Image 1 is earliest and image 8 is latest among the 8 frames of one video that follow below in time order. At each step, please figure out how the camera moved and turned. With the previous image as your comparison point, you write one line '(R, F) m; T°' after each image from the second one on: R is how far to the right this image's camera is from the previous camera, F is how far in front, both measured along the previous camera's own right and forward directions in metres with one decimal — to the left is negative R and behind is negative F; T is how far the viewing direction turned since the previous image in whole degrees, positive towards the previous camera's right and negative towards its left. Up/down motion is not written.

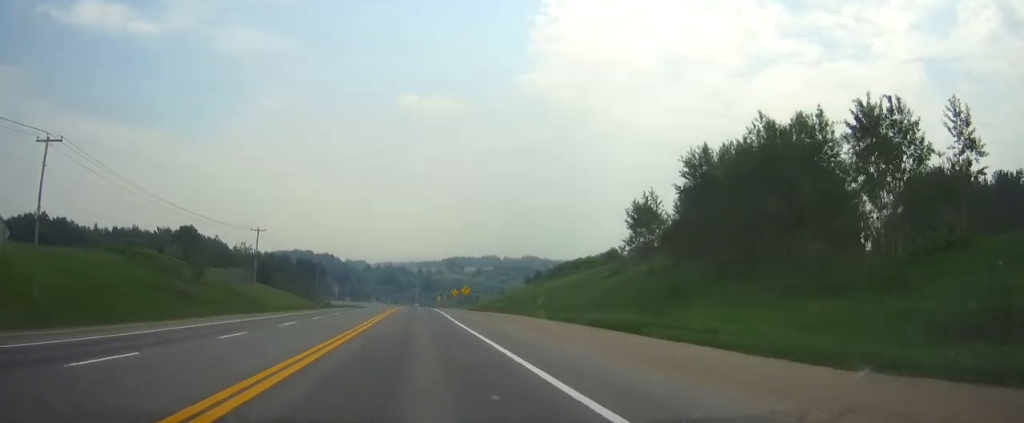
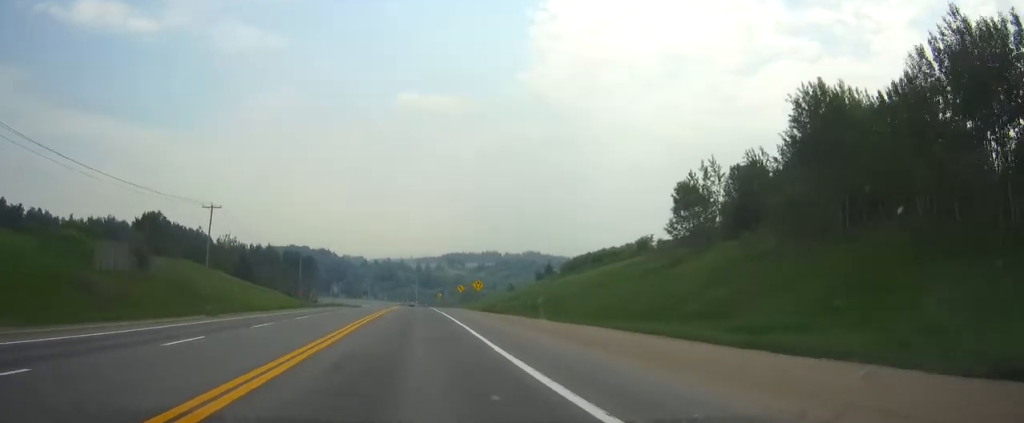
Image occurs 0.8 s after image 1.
(0.0, +22.1) m; 0°
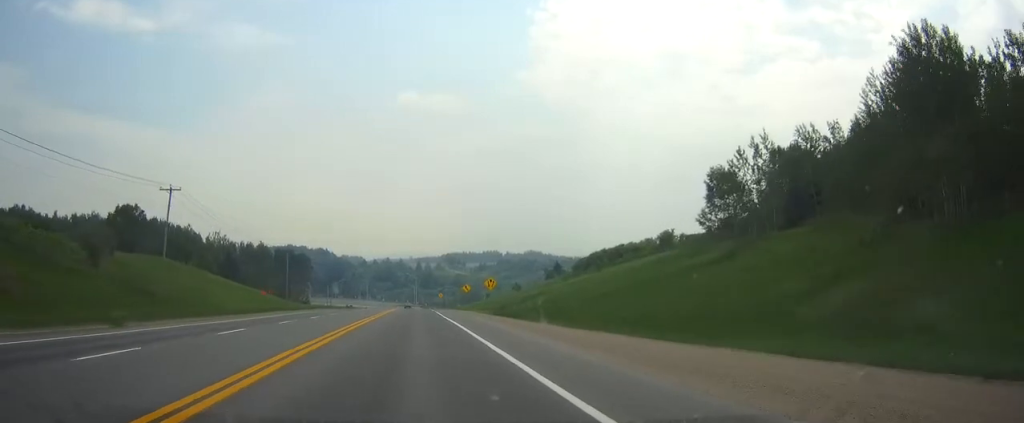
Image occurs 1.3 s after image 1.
(0.0, +13.2) m; 0°
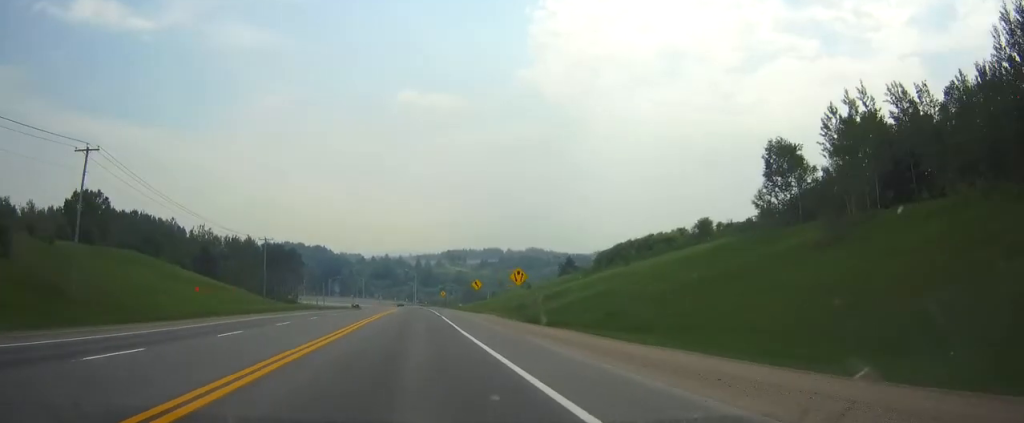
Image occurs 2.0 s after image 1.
(+0.1, +17.6) m; 0°
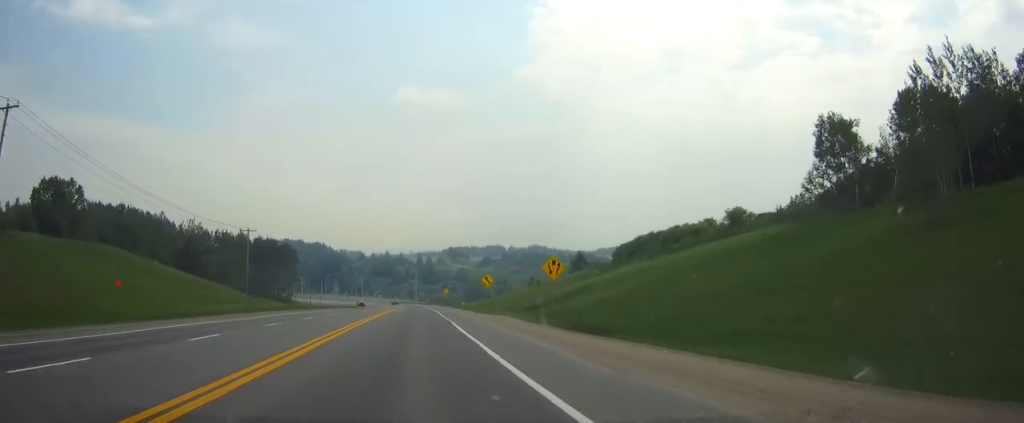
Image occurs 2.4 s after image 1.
(0.0, +11.5) m; 0°
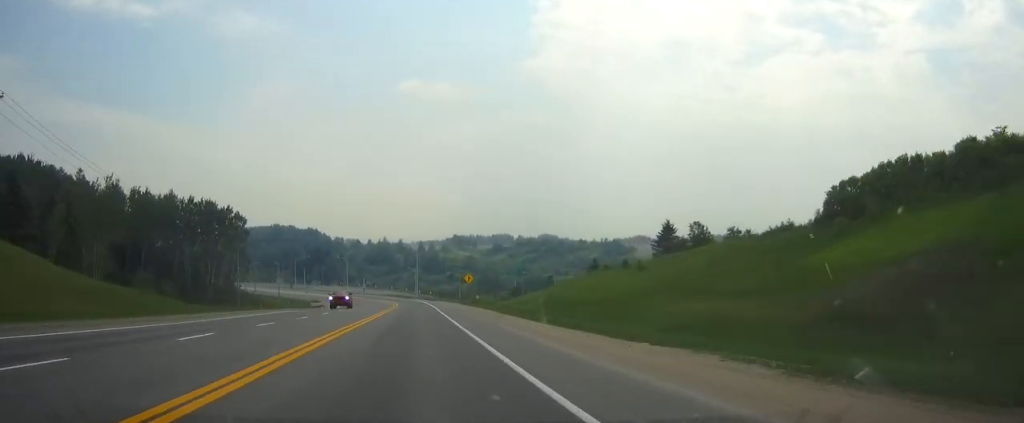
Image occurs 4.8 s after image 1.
(-0.2, +63.6) m; 0°
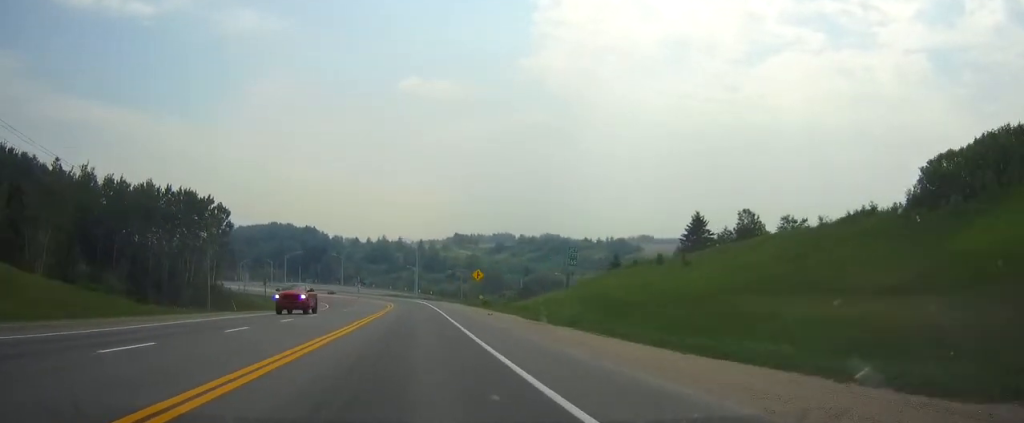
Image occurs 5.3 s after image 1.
(0.0, +13.3) m; 0°
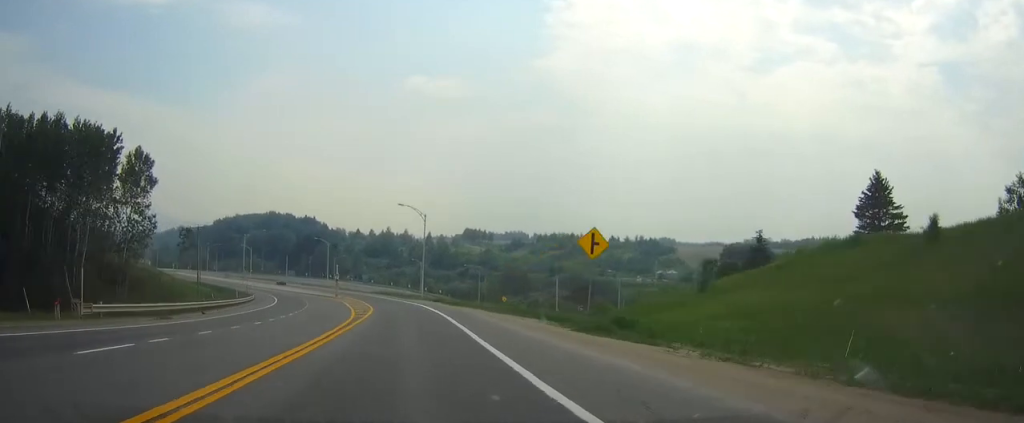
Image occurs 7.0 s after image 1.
(-0.2, +45.1) m; -1°
